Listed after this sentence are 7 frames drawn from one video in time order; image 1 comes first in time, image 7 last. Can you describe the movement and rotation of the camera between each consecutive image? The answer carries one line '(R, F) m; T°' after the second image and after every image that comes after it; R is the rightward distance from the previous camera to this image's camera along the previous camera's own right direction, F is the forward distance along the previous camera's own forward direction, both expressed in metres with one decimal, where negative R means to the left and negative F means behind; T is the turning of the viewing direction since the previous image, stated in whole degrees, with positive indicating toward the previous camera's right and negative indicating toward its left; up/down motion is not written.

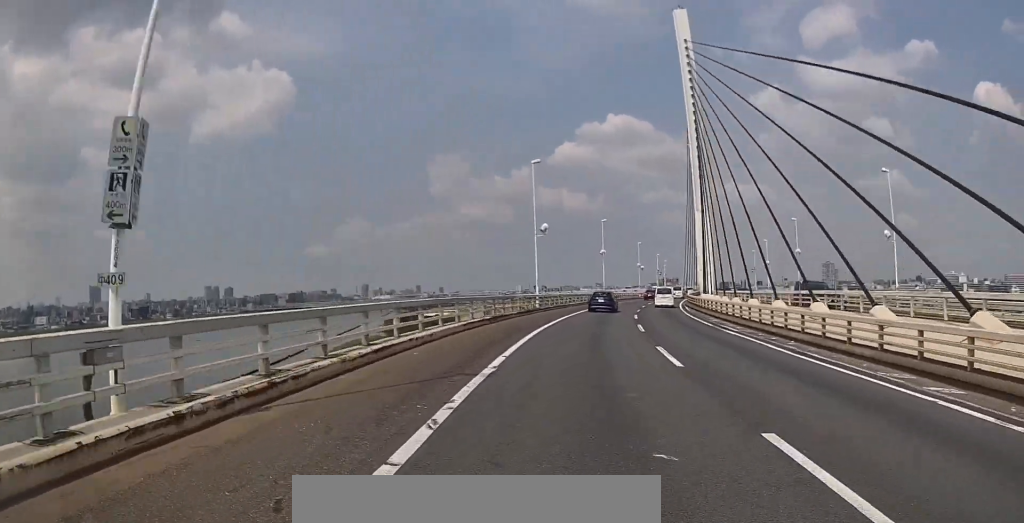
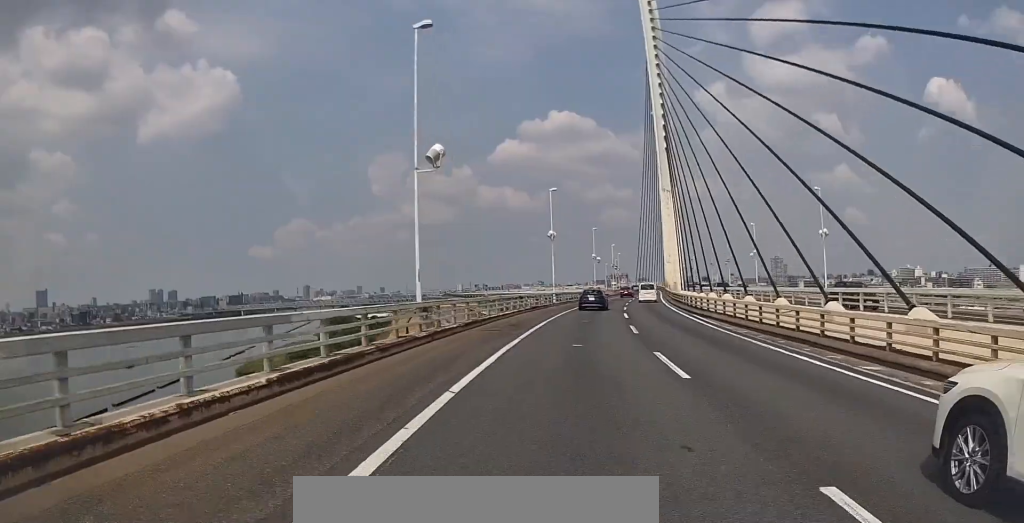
(+0.2, +22.6) m; +2°
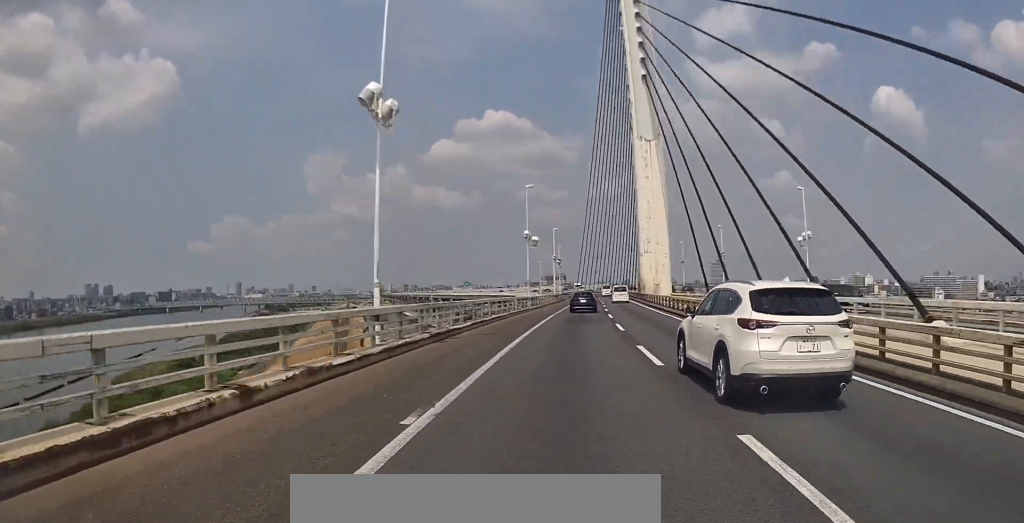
(+1.8, +39.6) m; +7°
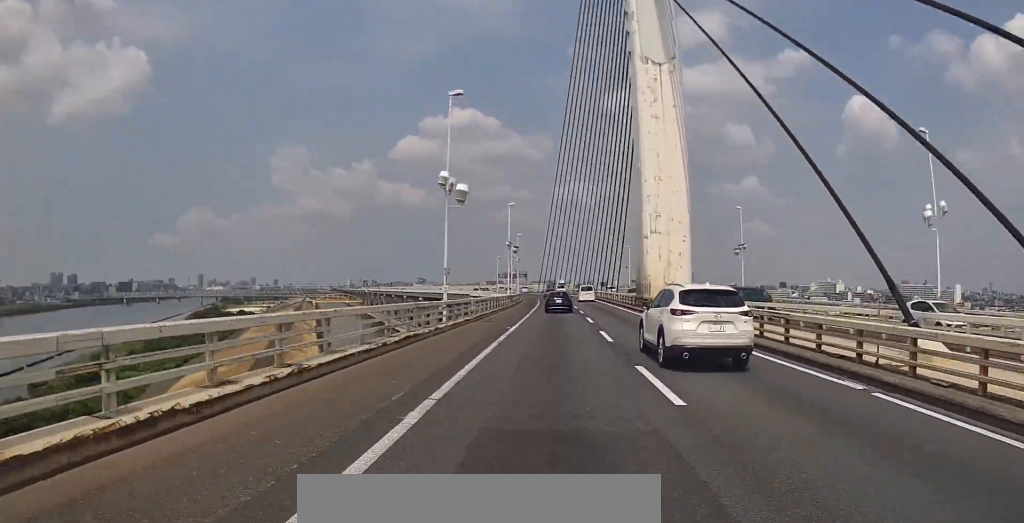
(+1.1, +24.8) m; +4°
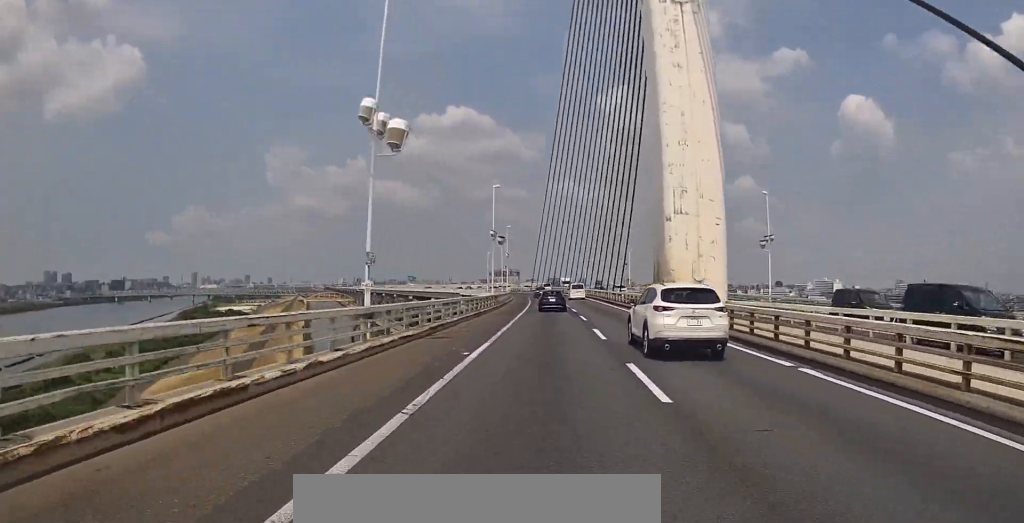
(-0.2, +9.6) m; +1°
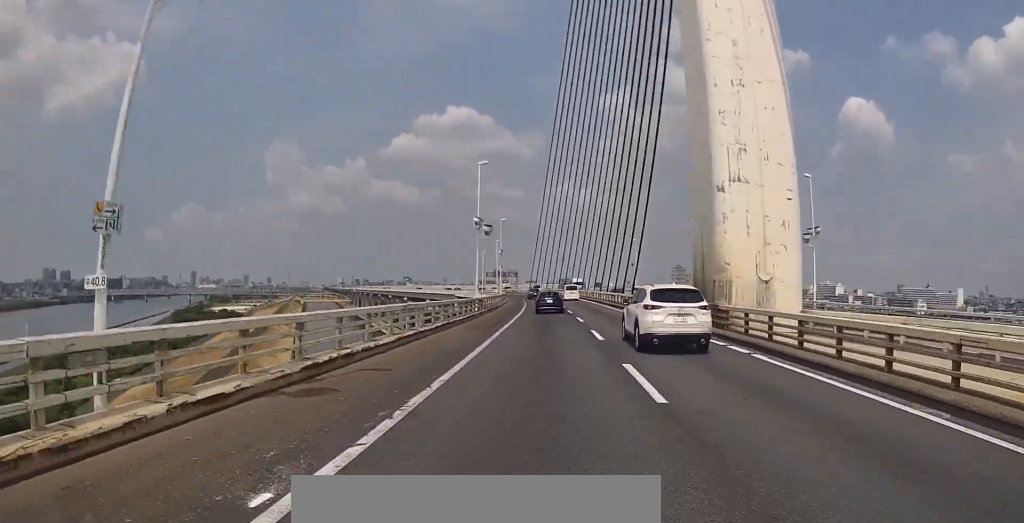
(+0.4, +9.6) m; +3°
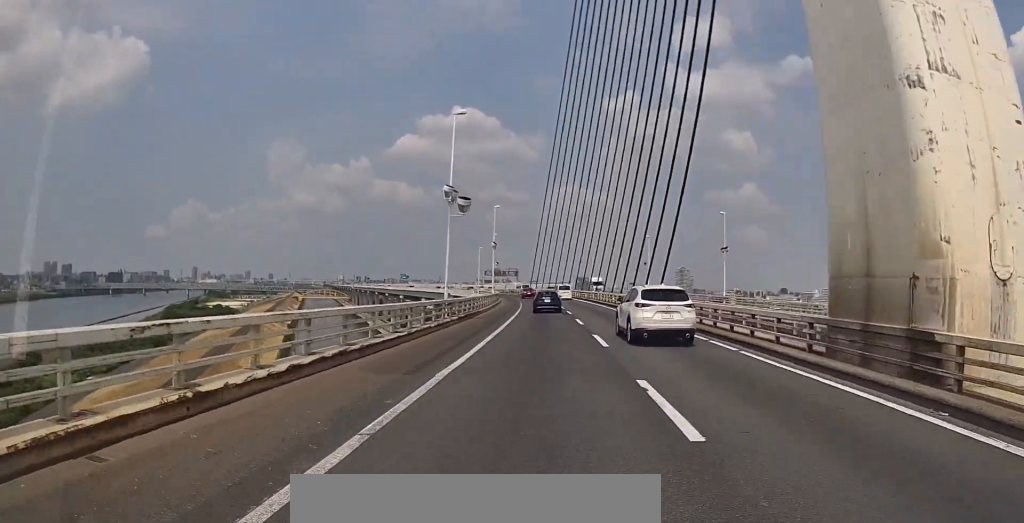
(+0.1, +12.4) m; +3°
